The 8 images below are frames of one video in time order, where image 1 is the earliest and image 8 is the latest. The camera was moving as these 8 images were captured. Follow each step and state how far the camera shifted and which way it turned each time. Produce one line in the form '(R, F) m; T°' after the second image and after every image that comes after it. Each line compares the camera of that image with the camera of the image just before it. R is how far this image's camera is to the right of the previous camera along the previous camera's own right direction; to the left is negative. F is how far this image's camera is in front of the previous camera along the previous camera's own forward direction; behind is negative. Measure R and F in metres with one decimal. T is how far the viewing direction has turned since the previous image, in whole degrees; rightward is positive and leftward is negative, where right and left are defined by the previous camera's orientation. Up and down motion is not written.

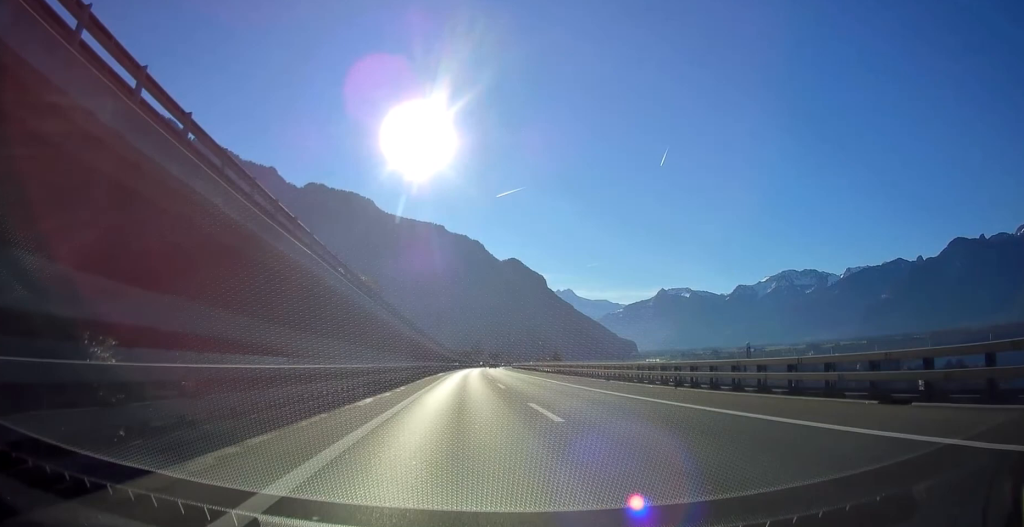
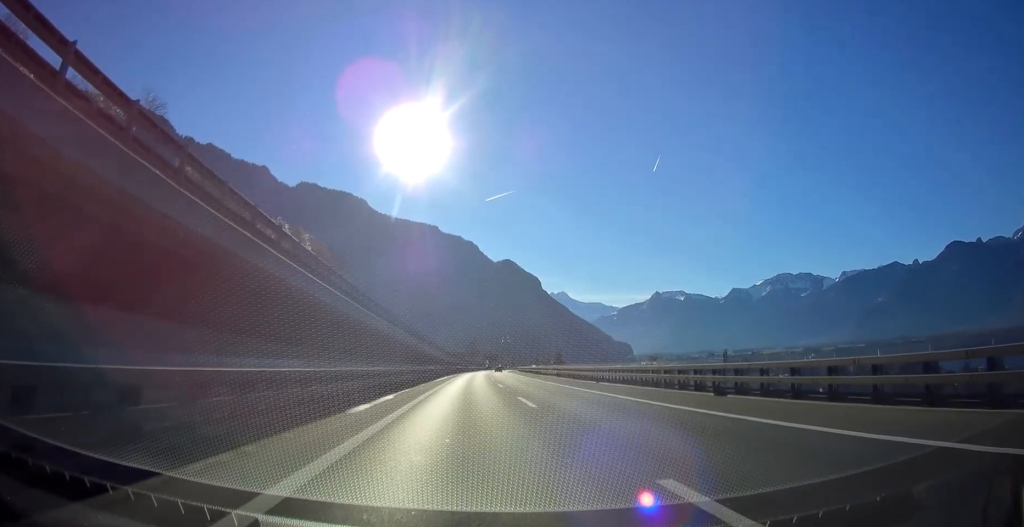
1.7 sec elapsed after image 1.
(+0.3, +47.7) m; +1°
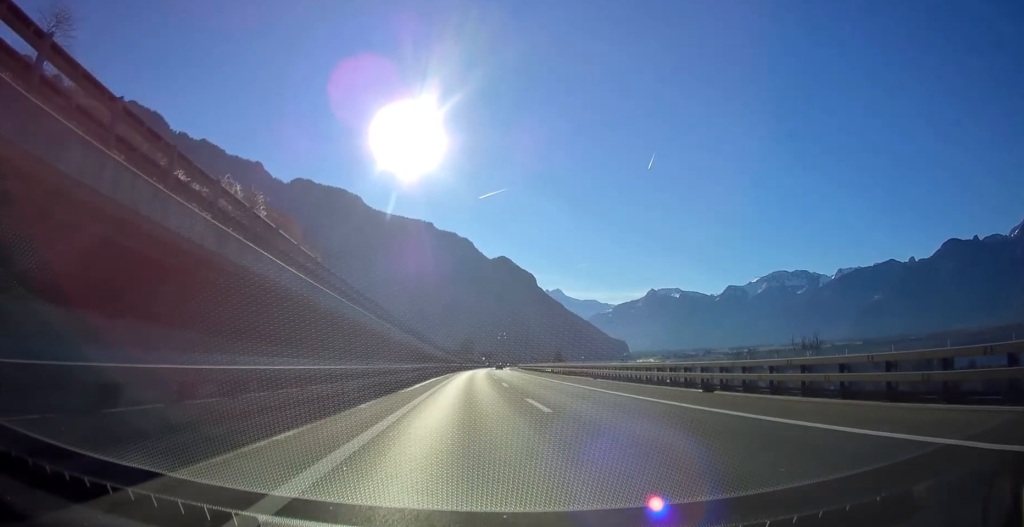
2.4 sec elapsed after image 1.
(+0.1, +21.0) m; 0°
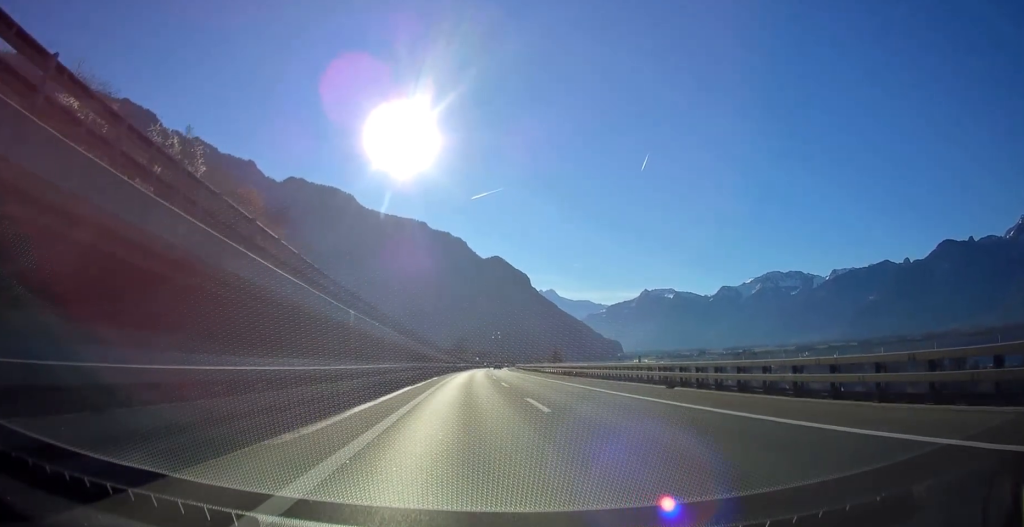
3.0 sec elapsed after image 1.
(+0.1, +18.1) m; 0°
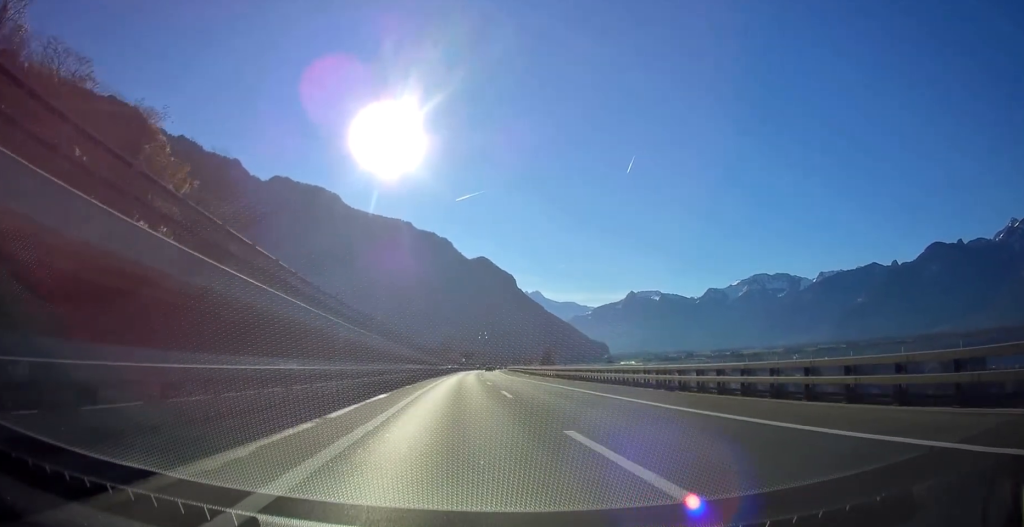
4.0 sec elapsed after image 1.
(+0.2, +27.5) m; +1°
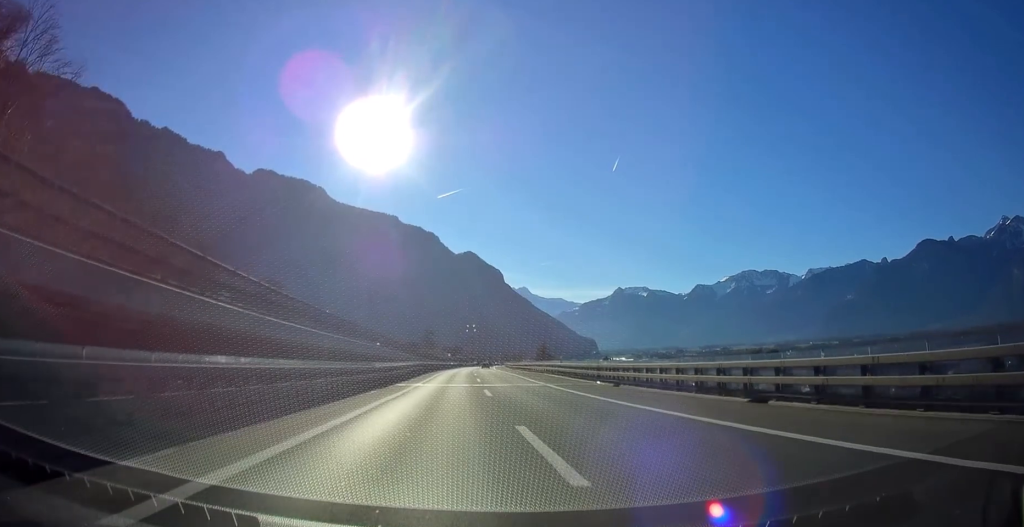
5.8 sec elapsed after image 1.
(+0.8, +52.1) m; +2°
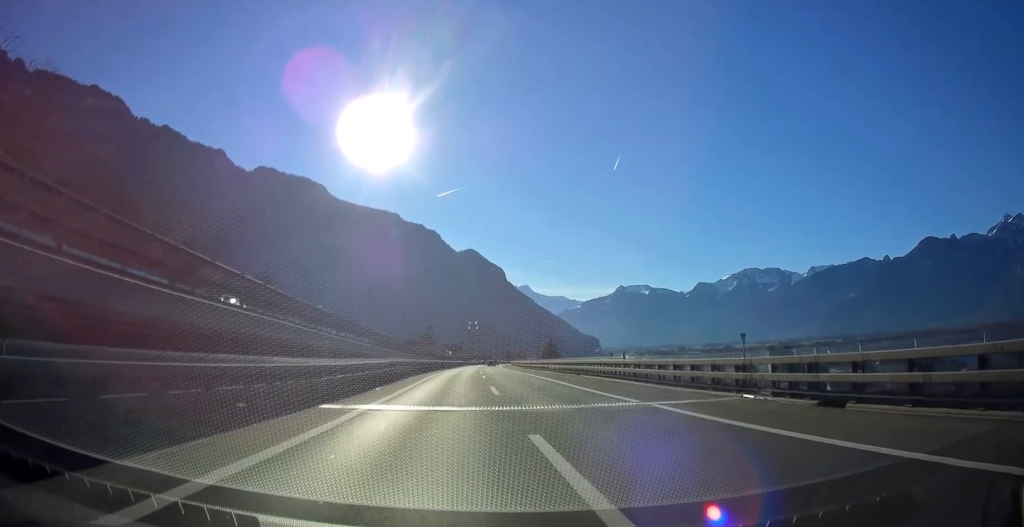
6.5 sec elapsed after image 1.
(0.0, +20.0) m; 0°
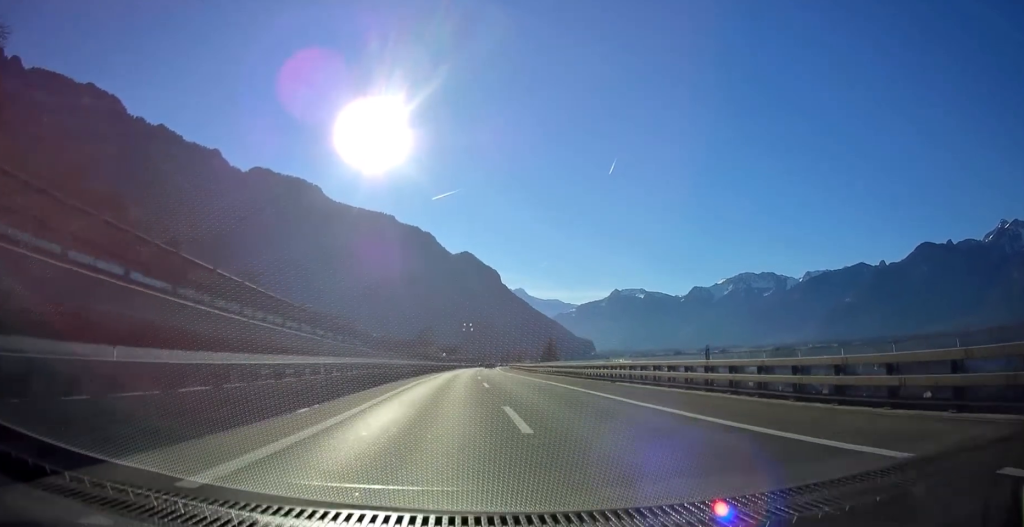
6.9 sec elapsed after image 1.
(0.0, +11.4) m; 0°
